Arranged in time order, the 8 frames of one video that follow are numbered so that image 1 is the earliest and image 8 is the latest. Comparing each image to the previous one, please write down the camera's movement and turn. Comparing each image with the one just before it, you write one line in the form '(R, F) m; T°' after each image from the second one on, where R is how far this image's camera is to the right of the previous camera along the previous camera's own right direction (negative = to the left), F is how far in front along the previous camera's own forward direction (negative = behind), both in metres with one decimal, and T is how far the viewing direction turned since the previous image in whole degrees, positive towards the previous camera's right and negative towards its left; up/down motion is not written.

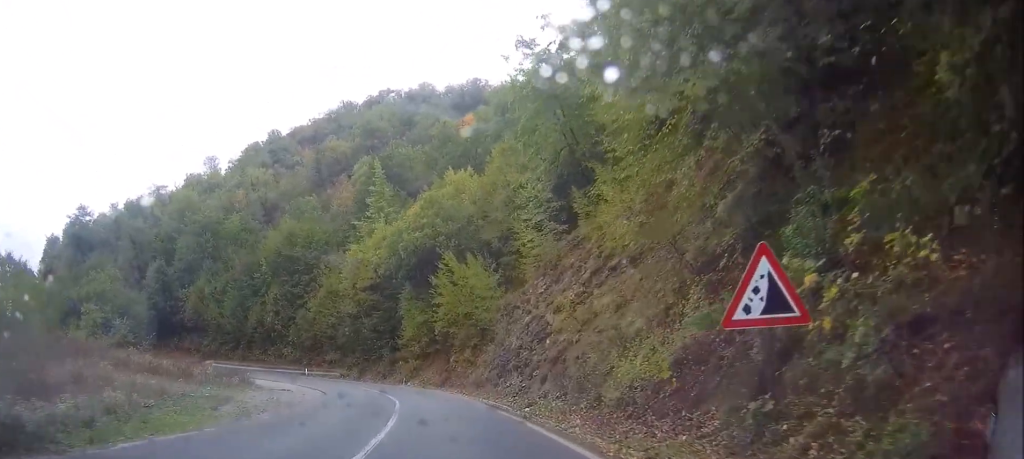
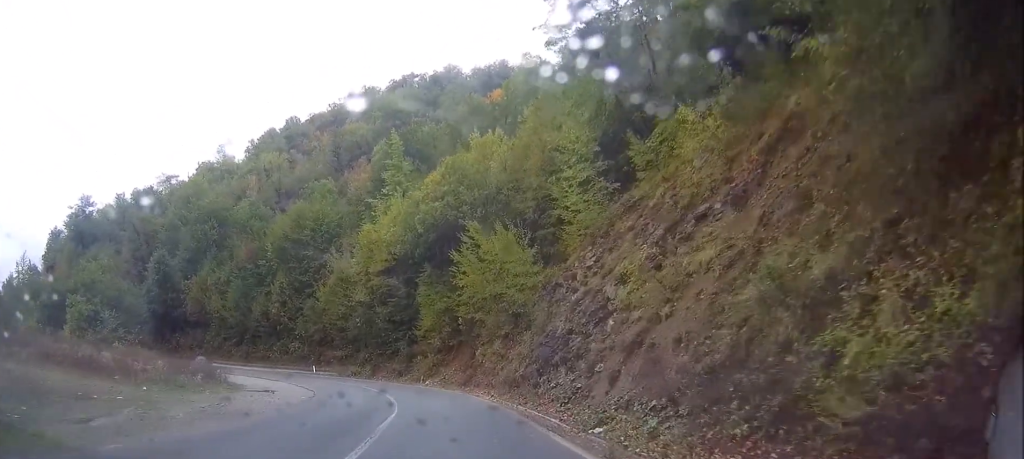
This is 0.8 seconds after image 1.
(-0.4, +9.9) m; -3°
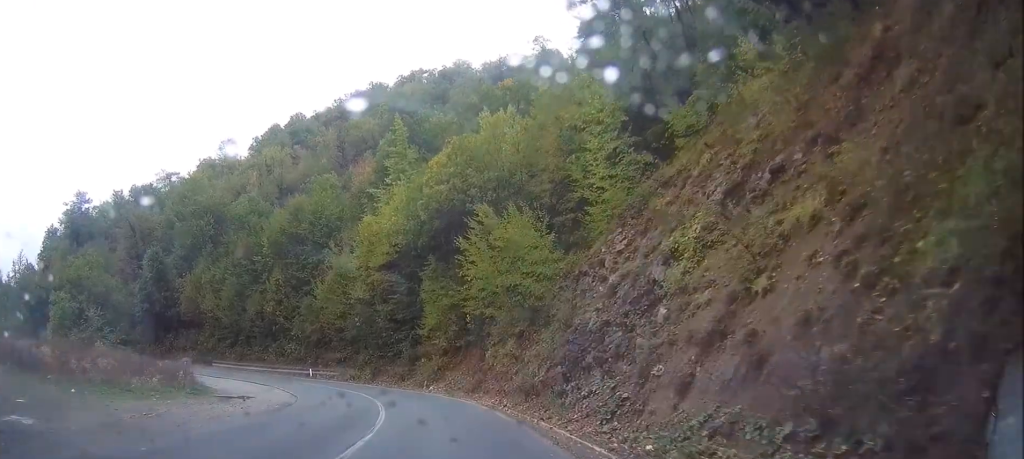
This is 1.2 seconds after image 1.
(-0.1, +5.8) m; -2°
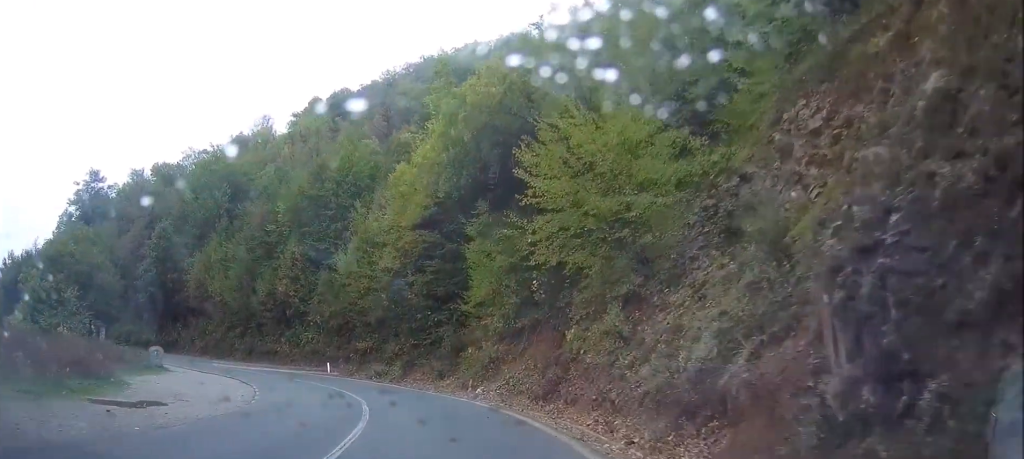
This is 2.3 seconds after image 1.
(-0.3, +15.0) m; -4°
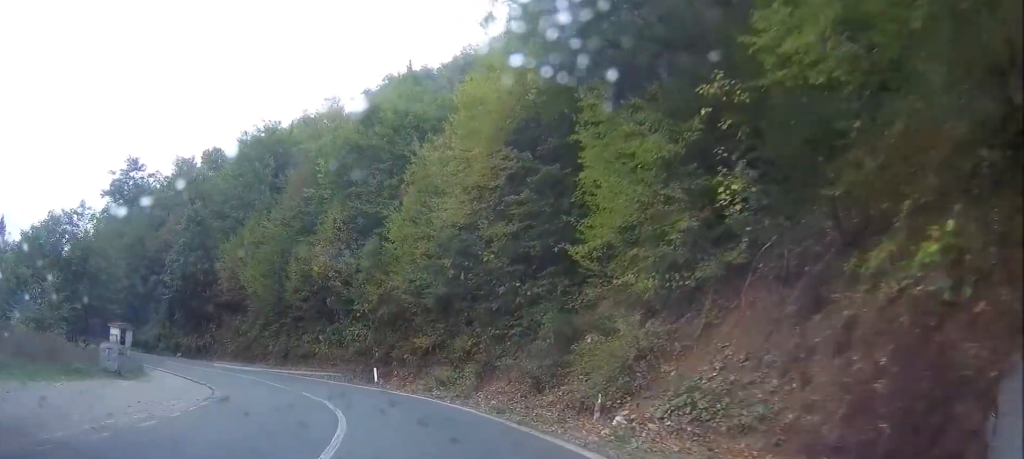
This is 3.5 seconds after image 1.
(-1.2, +15.6) m; -9°
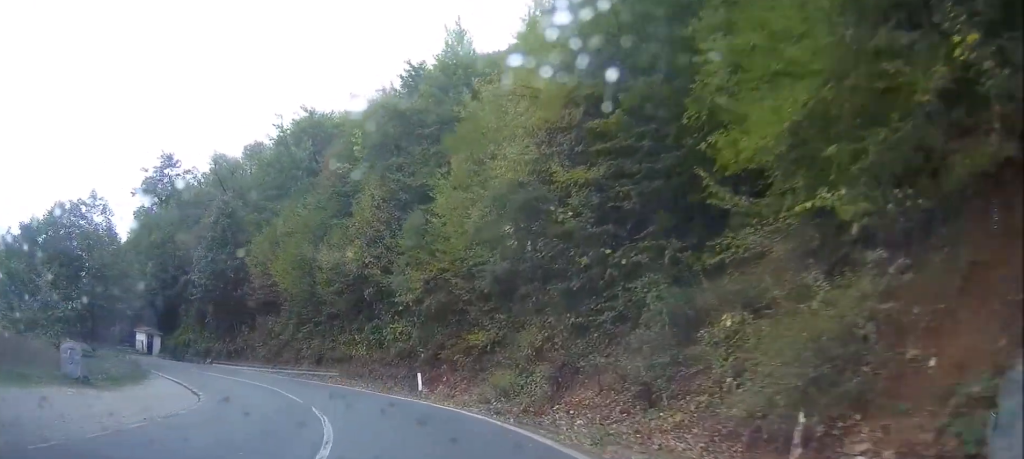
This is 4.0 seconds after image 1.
(-0.5, +7.5) m; -4°
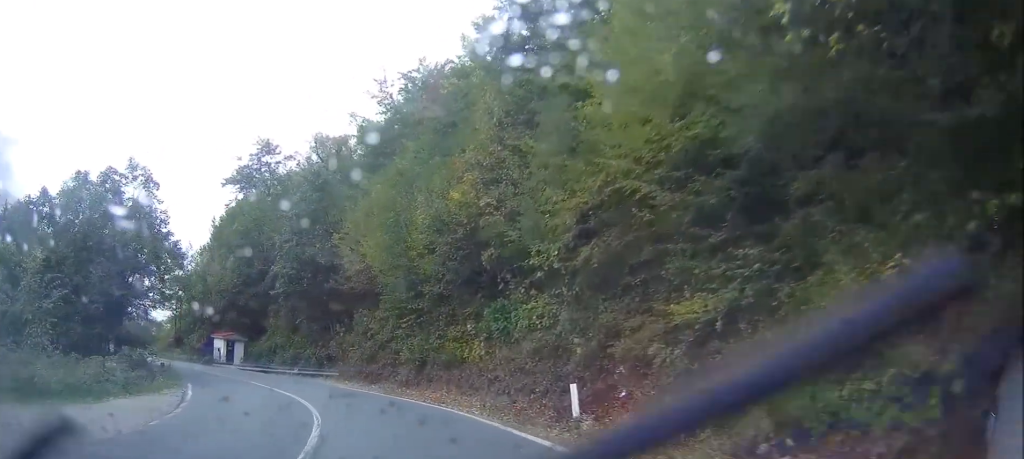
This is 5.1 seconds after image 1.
(-0.4, +13.6) m; -9°
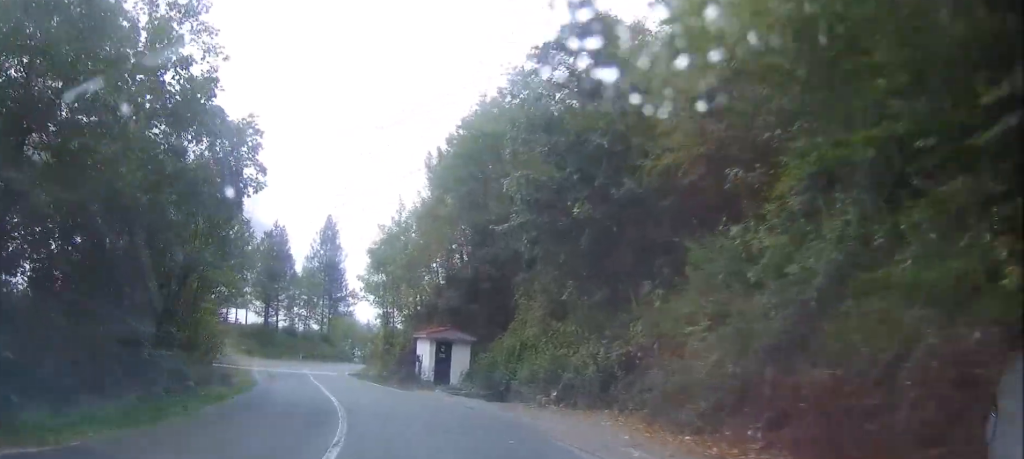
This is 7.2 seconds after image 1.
(-6.5, +25.3) m; -26°
